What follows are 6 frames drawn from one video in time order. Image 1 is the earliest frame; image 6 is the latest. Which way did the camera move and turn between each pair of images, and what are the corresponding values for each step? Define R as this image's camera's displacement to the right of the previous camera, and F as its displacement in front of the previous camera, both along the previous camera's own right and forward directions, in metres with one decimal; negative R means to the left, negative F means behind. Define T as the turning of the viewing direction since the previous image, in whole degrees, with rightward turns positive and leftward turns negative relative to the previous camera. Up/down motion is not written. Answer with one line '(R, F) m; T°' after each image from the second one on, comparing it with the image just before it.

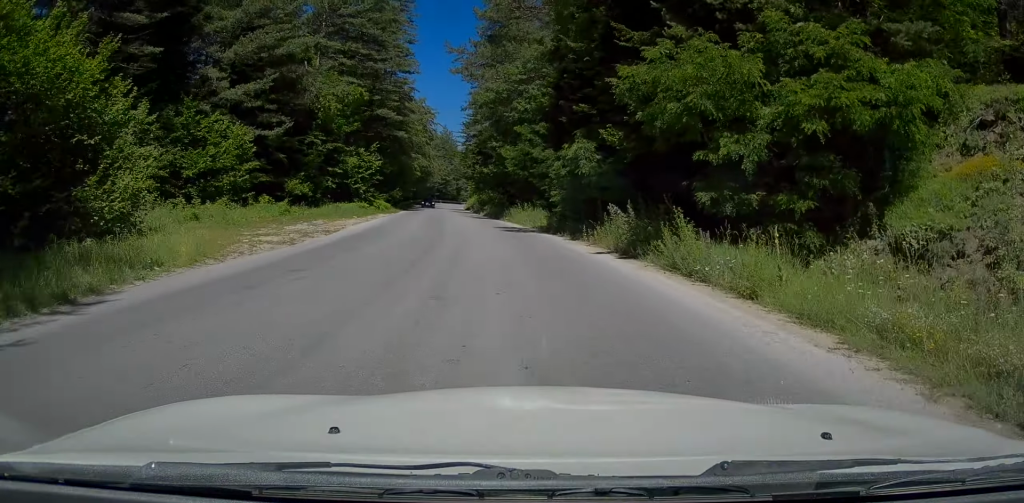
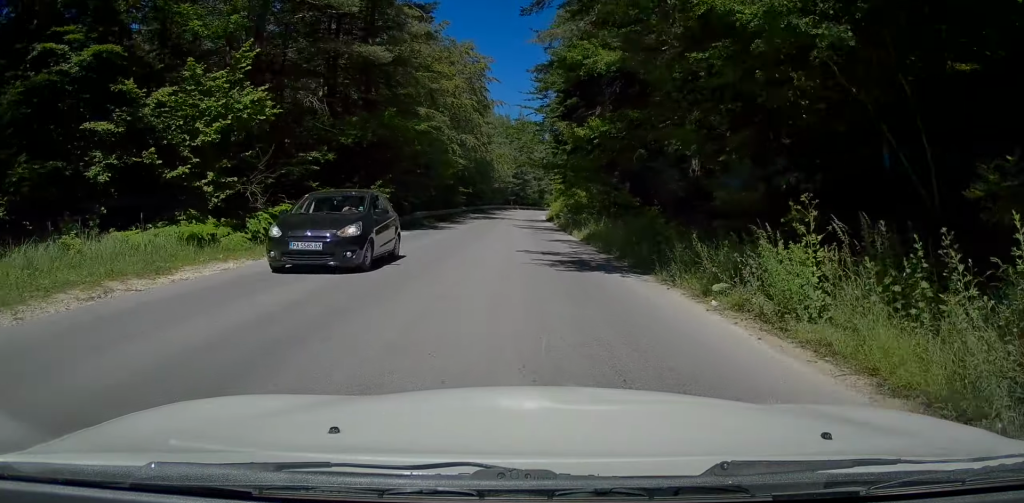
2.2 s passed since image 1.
(-3.2, +29.8) m; -8°
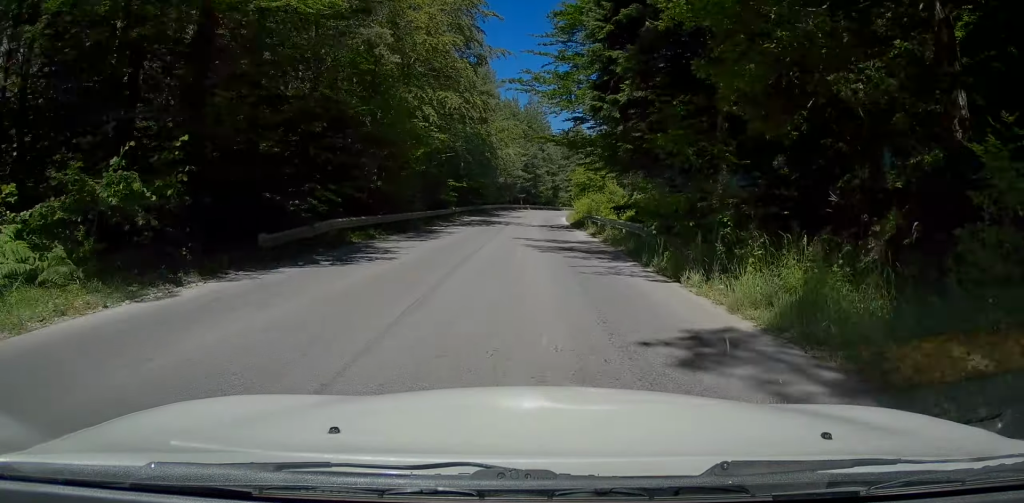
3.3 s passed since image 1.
(0.0, +16.0) m; +3°
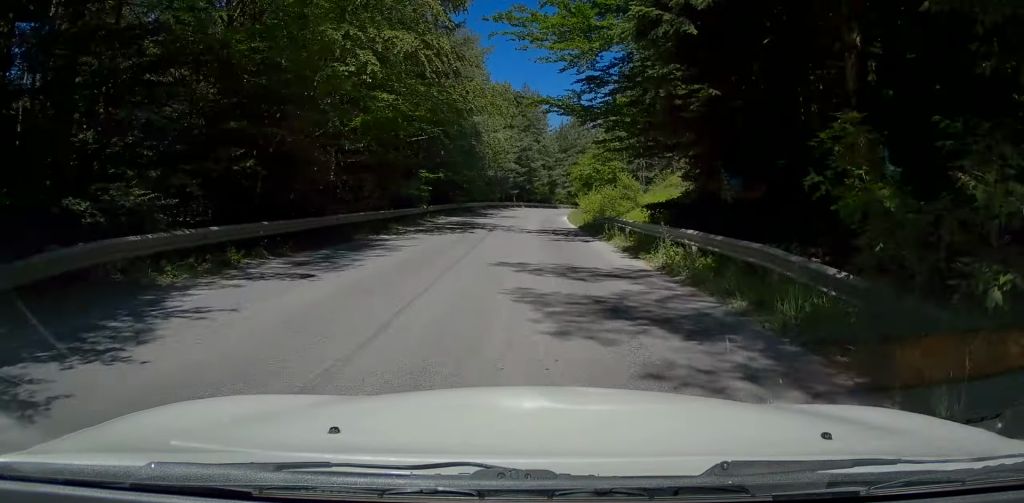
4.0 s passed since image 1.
(+0.4, +10.0) m; +1°
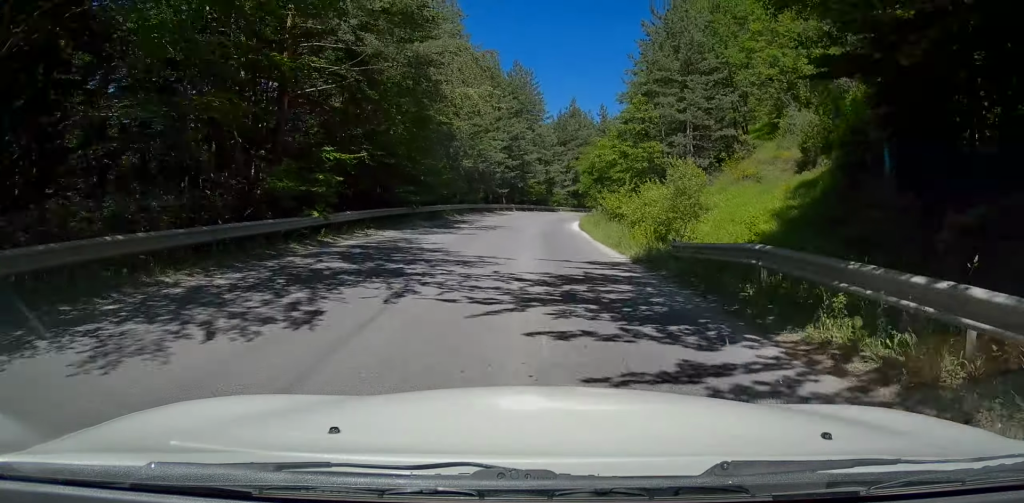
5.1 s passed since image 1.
(0.0, +16.7) m; +1°
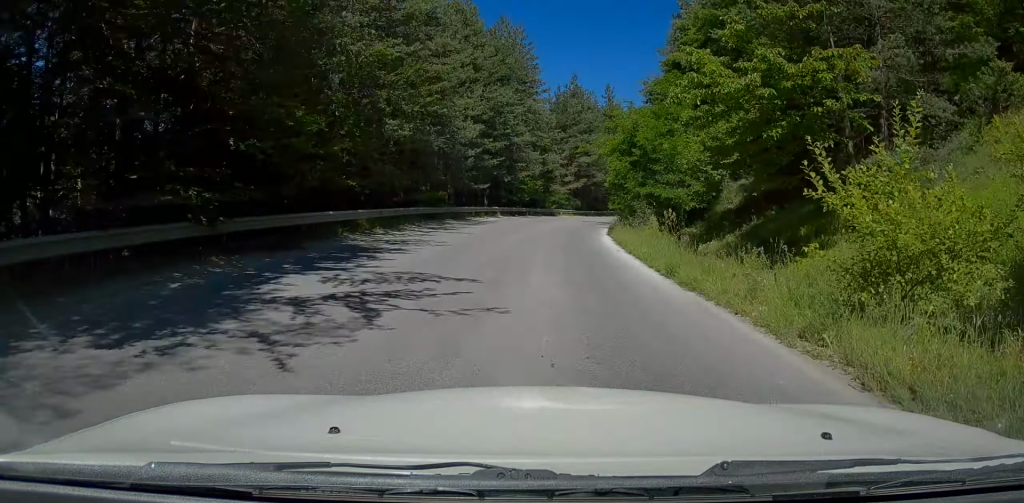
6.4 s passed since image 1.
(+0.3, +20.0) m; +2°
